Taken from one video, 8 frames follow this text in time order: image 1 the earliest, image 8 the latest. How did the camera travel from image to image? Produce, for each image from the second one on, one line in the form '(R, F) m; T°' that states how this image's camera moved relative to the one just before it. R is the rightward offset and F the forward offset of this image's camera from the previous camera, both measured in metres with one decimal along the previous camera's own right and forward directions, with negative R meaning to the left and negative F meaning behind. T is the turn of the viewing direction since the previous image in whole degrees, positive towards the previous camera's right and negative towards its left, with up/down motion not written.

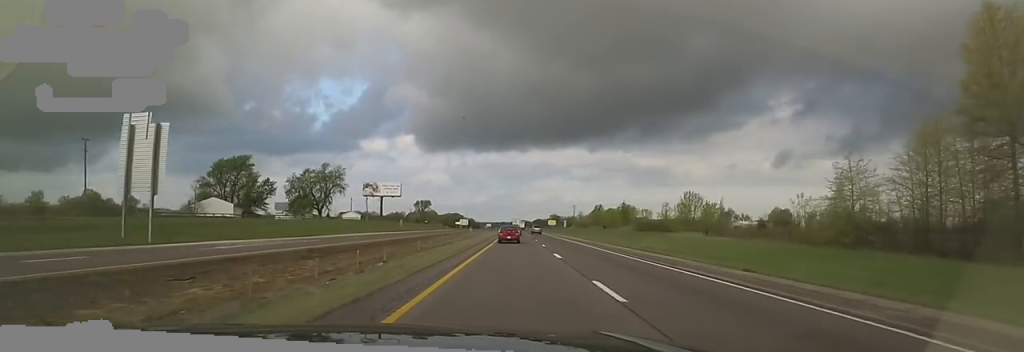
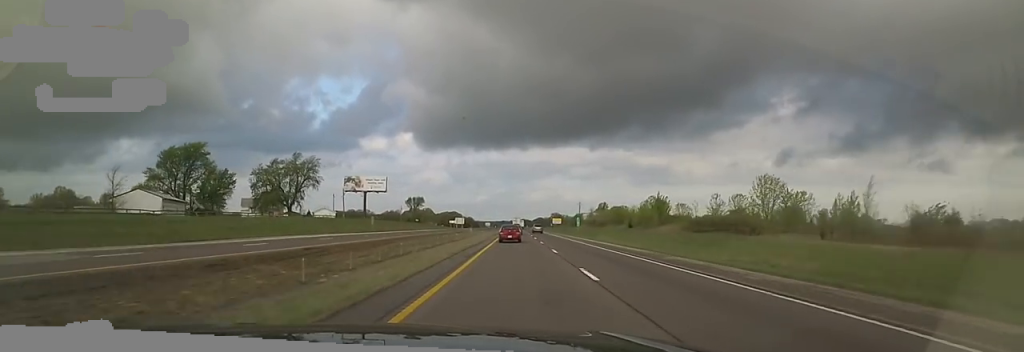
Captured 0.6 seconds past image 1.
(+0.3, +21.0) m; +1°
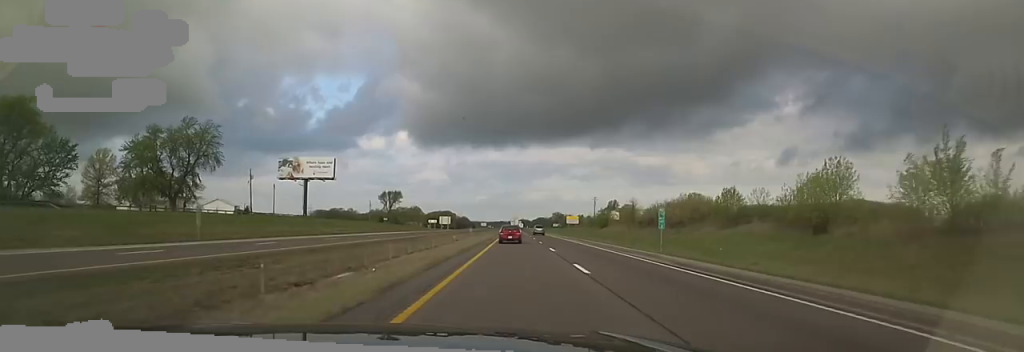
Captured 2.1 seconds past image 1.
(-0.1, +46.9) m; -1°
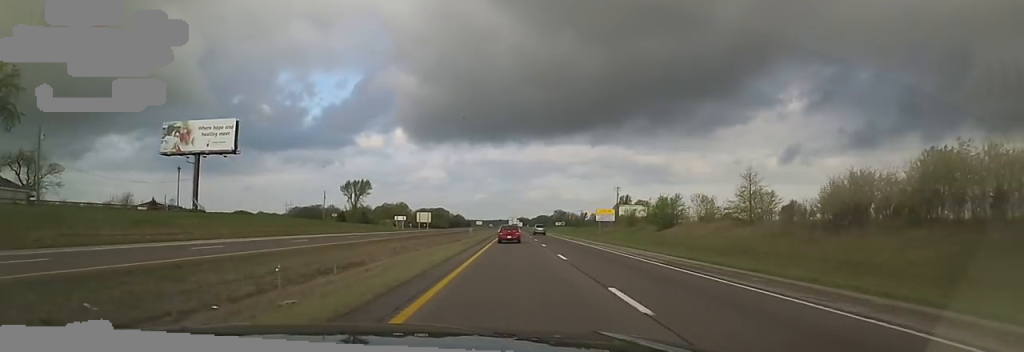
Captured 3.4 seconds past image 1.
(+0.3, +42.5) m; +1°
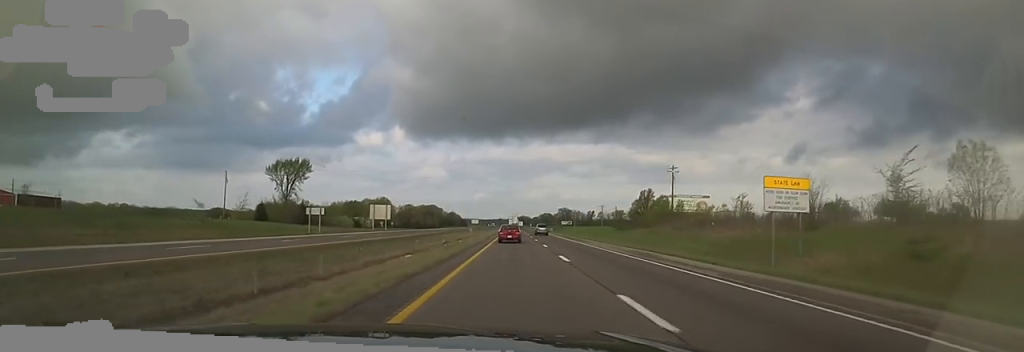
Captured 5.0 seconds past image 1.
(+1.6, +50.5) m; +1°
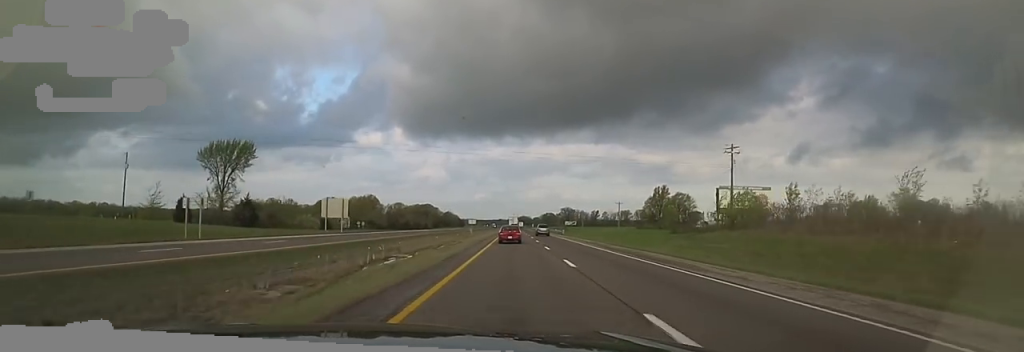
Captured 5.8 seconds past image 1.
(-0.6, +26.3) m; -2°
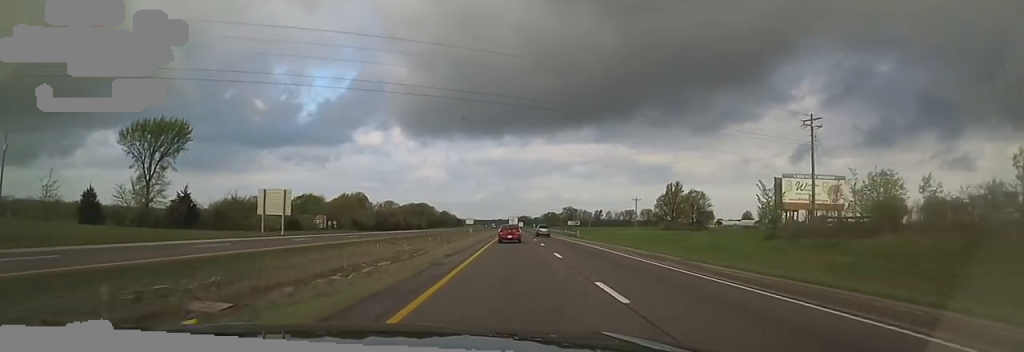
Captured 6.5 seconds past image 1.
(-0.5, +20.0) m; -1°
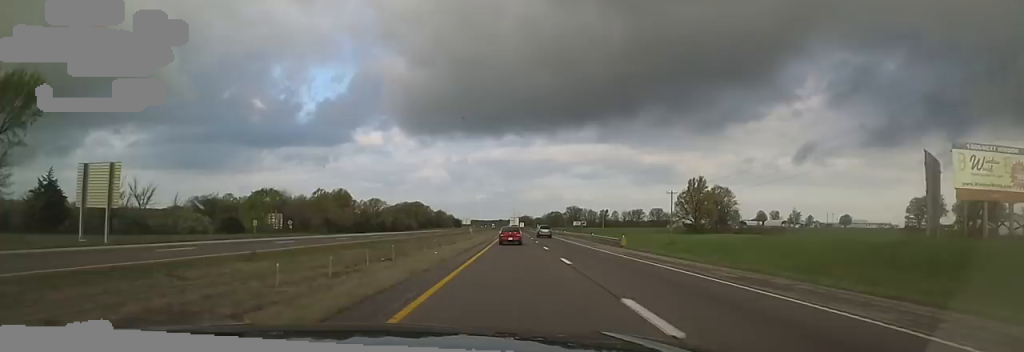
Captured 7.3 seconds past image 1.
(+0.4, +27.1) m; +1°
